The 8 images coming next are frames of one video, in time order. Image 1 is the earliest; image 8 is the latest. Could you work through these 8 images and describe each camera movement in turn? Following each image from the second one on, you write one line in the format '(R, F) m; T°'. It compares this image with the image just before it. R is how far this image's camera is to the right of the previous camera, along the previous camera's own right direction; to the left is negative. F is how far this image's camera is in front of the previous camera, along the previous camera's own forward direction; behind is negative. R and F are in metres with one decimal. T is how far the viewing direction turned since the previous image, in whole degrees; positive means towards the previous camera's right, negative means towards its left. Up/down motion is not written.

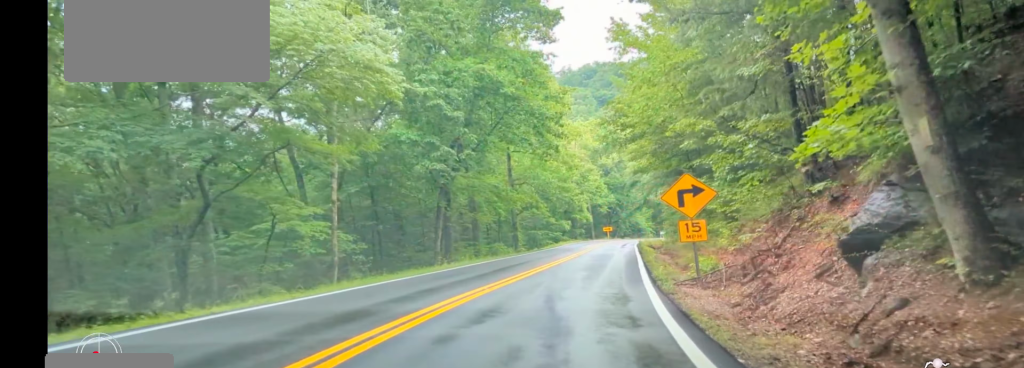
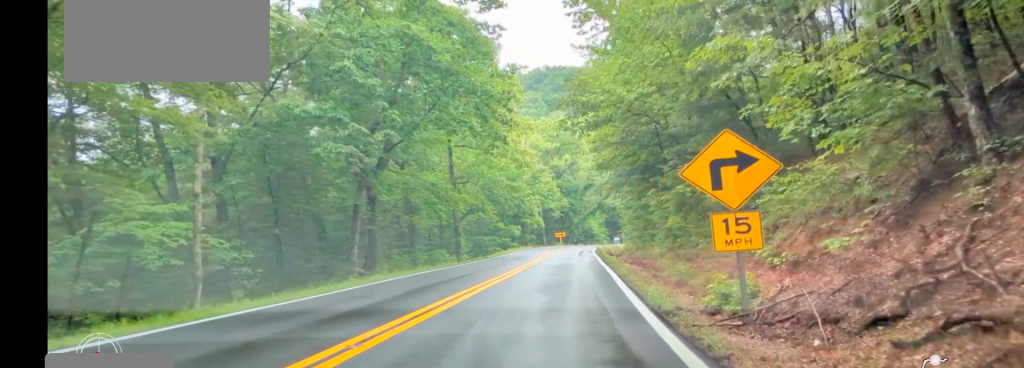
(0.0, +7.4) m; 0°
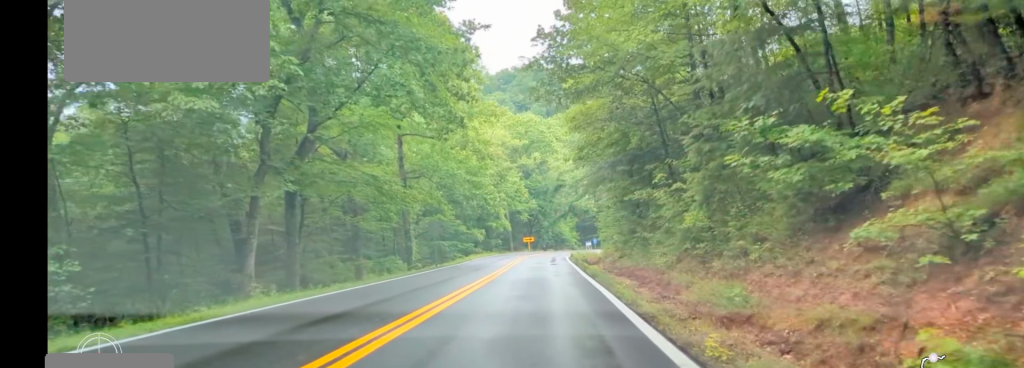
(0.0, +6.4) m; +1°
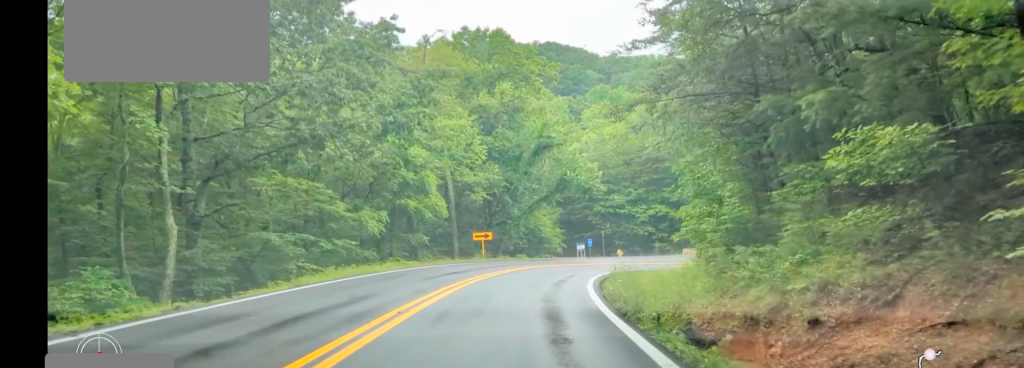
(+4.2, +36.1) m; +11°
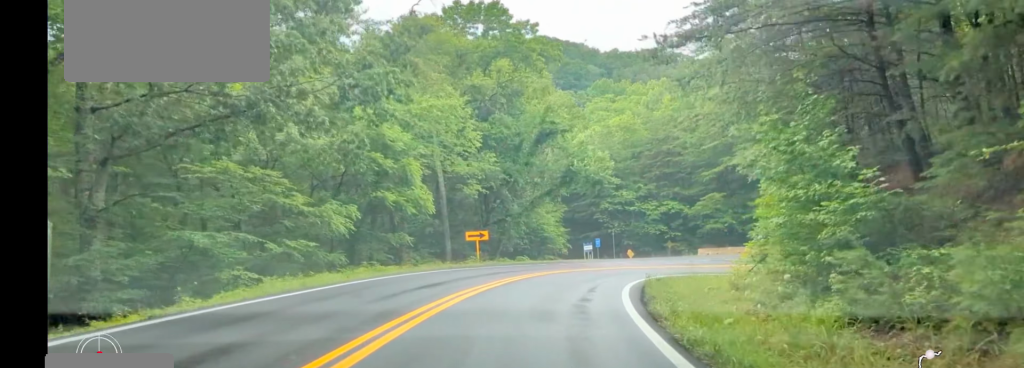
(+0.2, +6.0) m; +1°
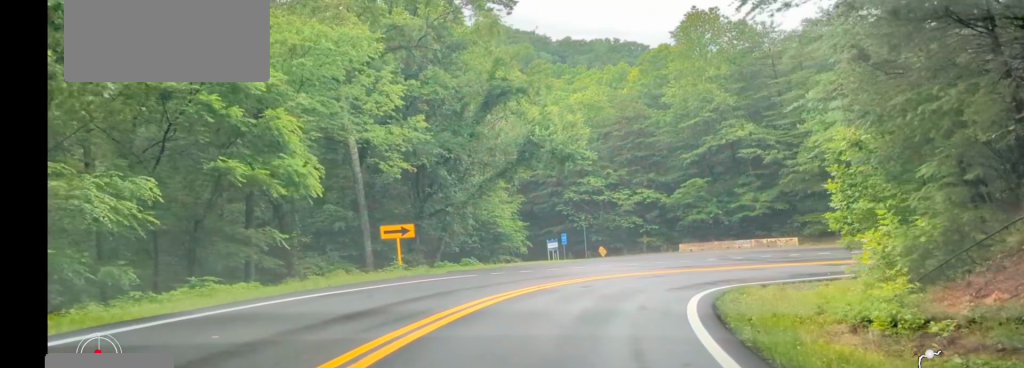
(+0.1, +10.6) m; +1°
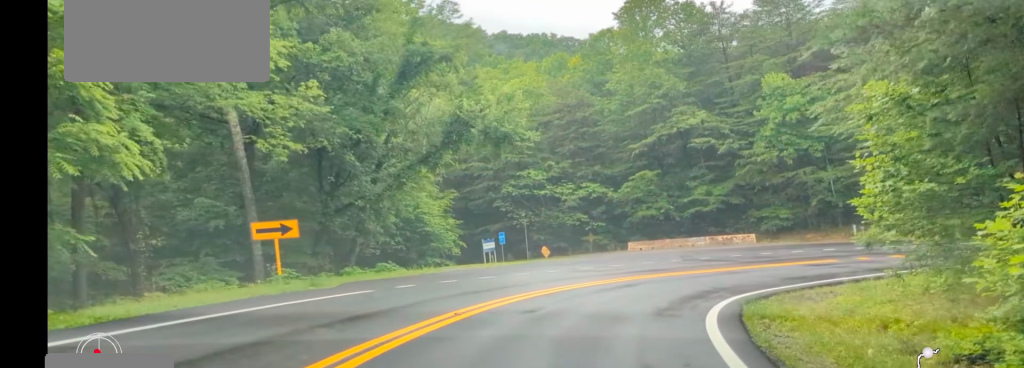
(0.0, +6.6) m; +1°
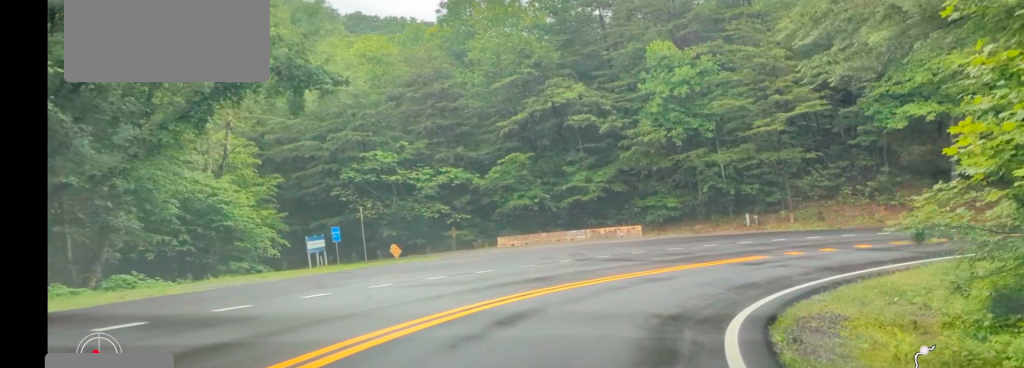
(-0.2, +9.0) m; +8°
